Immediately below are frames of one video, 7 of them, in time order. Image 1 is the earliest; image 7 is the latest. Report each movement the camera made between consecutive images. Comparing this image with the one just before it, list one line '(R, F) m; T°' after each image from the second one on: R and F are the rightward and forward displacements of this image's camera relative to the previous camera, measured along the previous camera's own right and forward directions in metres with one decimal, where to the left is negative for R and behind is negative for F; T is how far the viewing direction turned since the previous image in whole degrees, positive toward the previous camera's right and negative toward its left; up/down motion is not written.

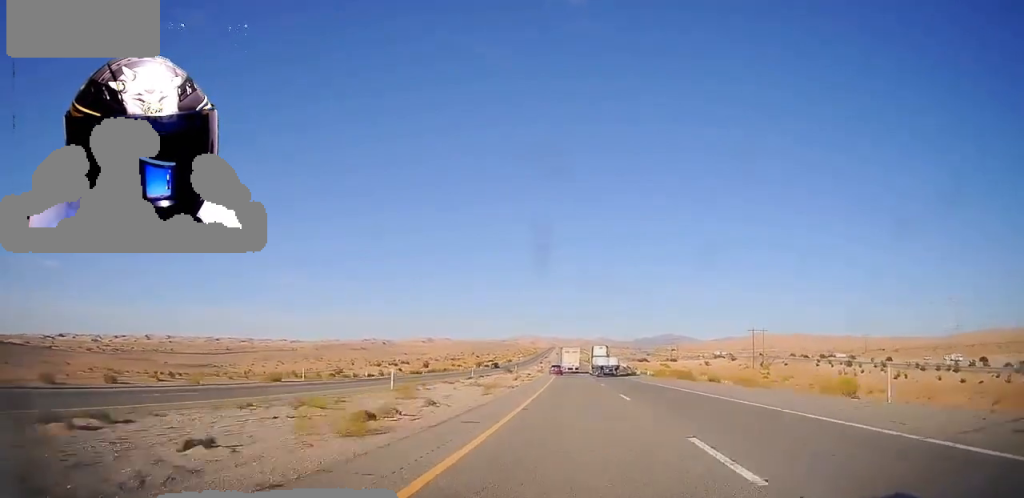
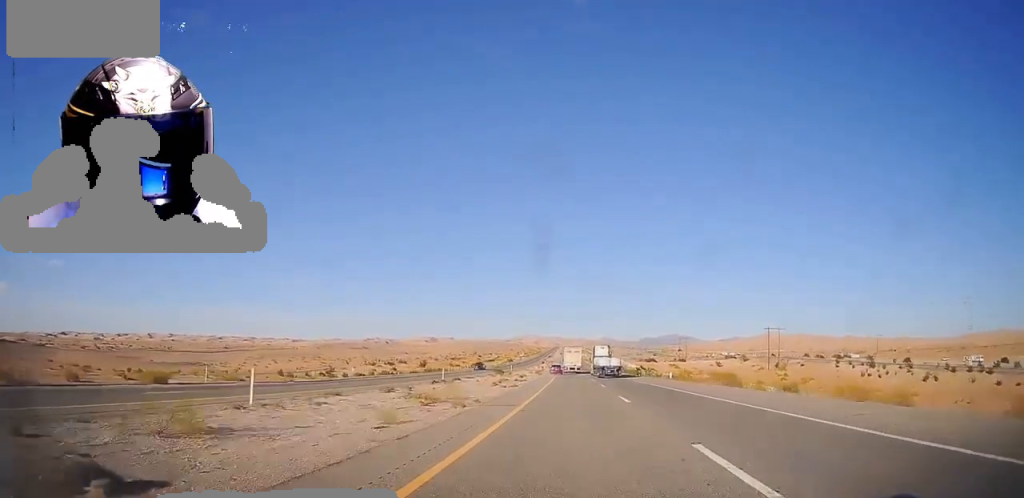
(-0.2, +14.9) m; -1°
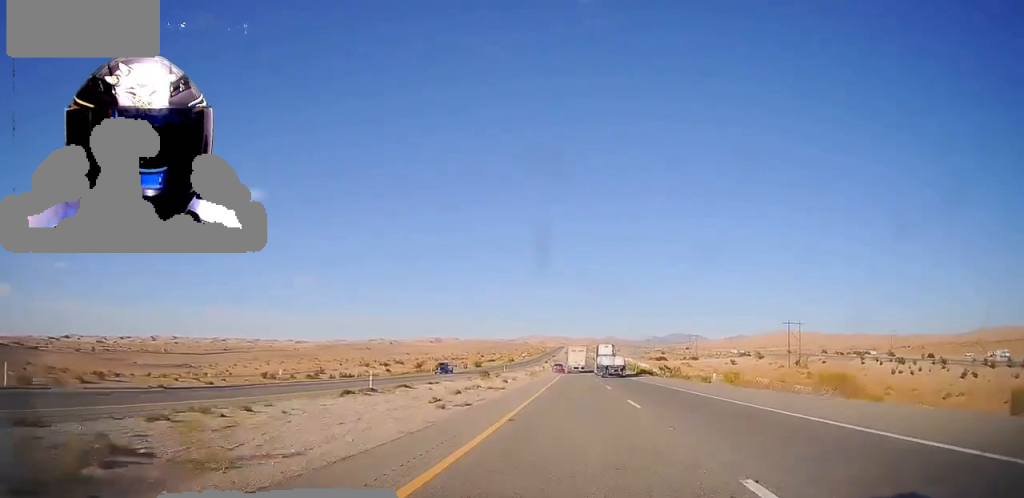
(-0.3, +18.0) m; -1°
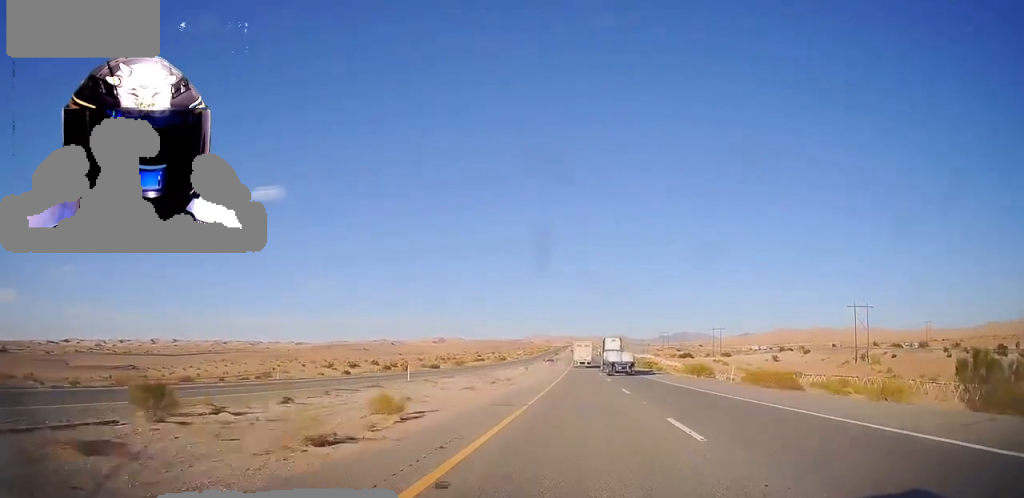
(-0.2, +51.5) m; +1°
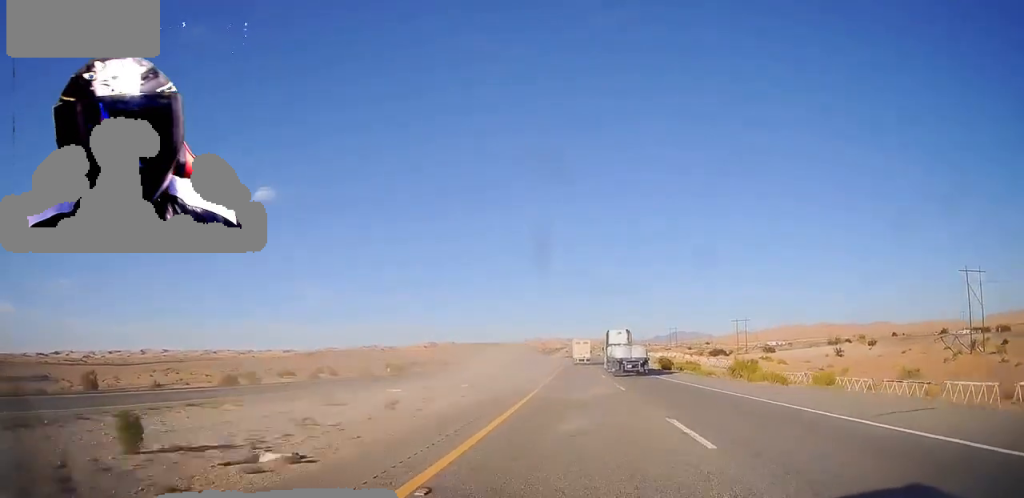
(+1.2, +58.9) m; +1°
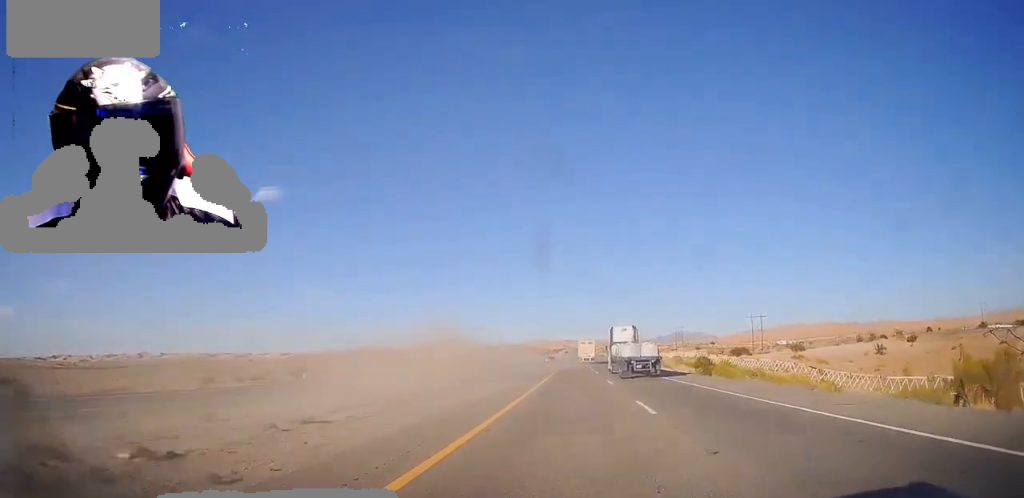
(-0.4, +24.9) m; -1°
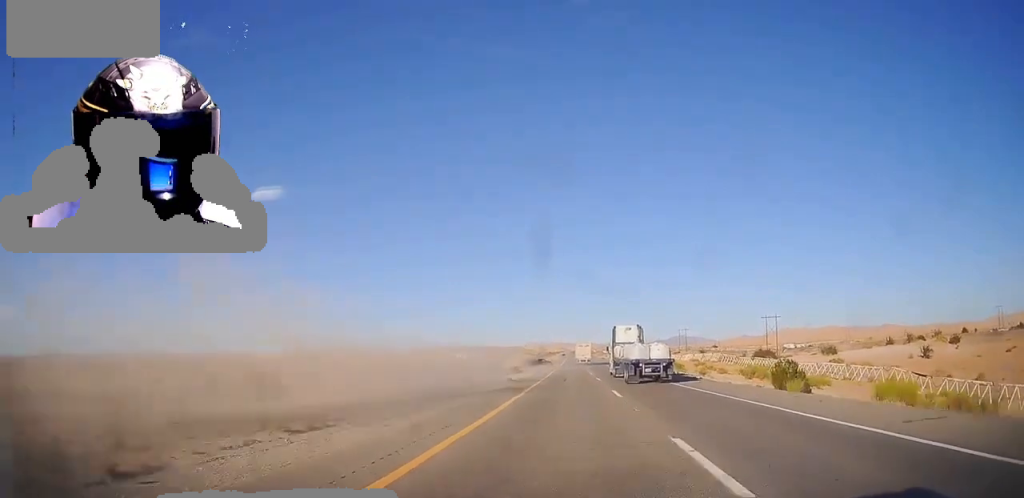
(+0.1, +21.8) m; 0°
